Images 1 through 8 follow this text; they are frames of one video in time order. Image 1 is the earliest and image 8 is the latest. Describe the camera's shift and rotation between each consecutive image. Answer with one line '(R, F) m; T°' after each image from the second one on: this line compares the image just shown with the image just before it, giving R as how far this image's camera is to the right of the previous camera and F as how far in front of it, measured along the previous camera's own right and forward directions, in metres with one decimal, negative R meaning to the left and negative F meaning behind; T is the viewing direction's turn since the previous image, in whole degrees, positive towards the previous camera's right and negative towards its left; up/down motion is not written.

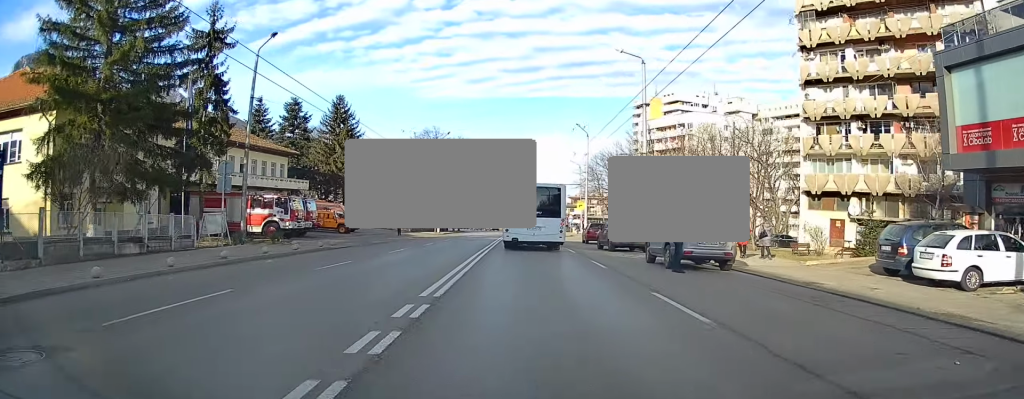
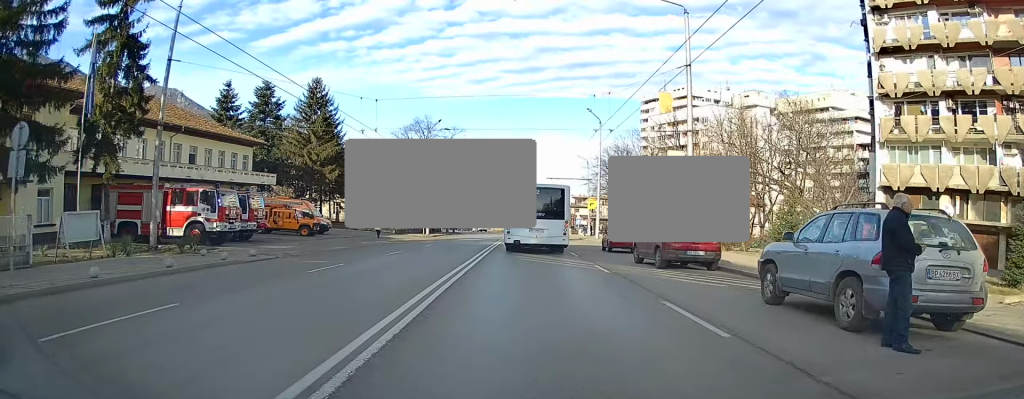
(+0.1, +10.4) m; 0°
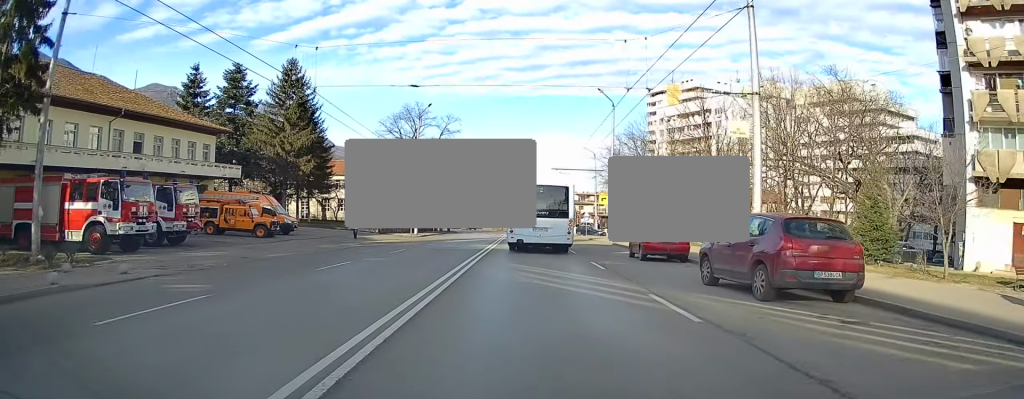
(-0.1, +8.2) m; -1°
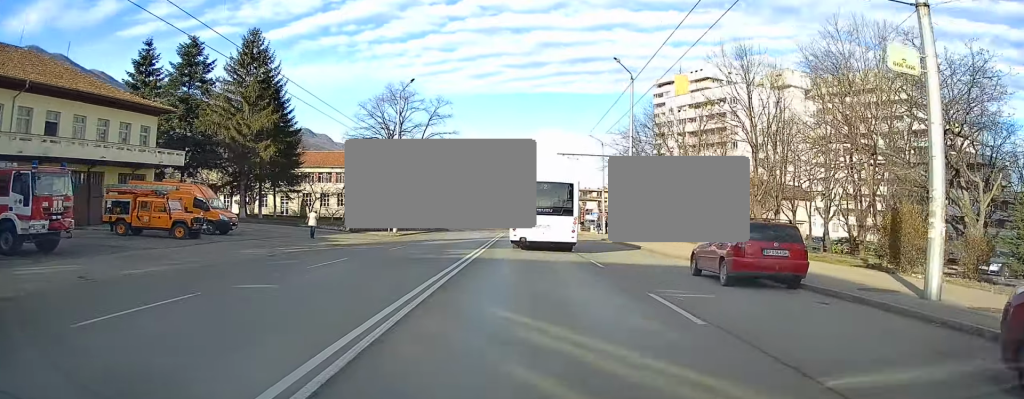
(-0.2, +9.3) m; 0°
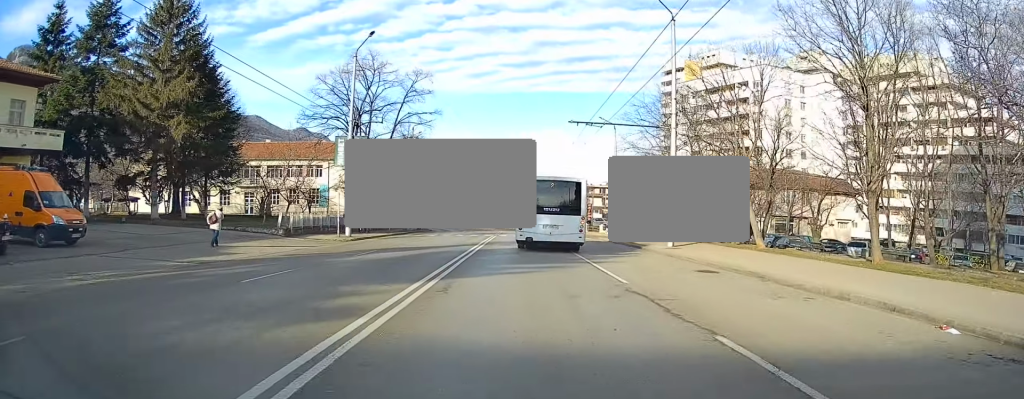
(+0.5, +13.3) m; +4°
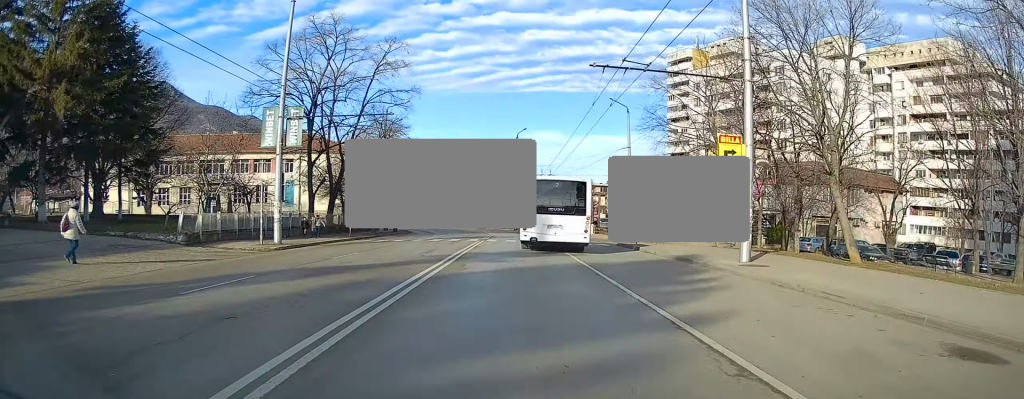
(+0.2, +10.8) m; -2°
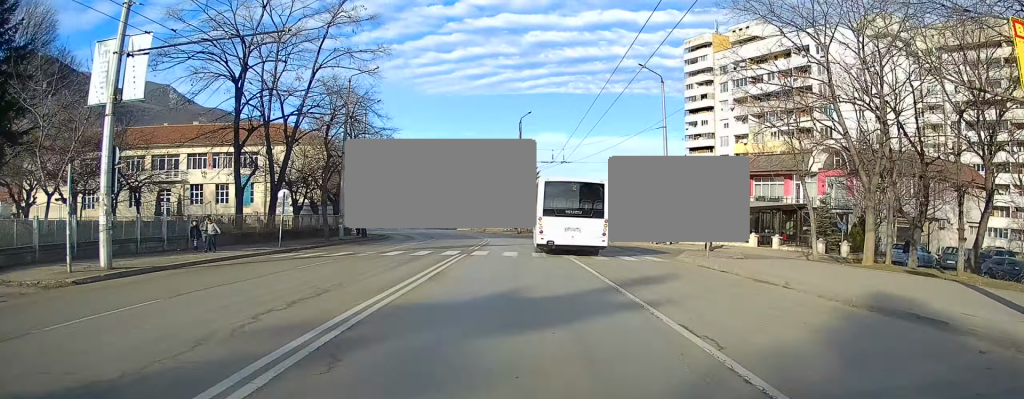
(-0.5, +12.8) m; -1°
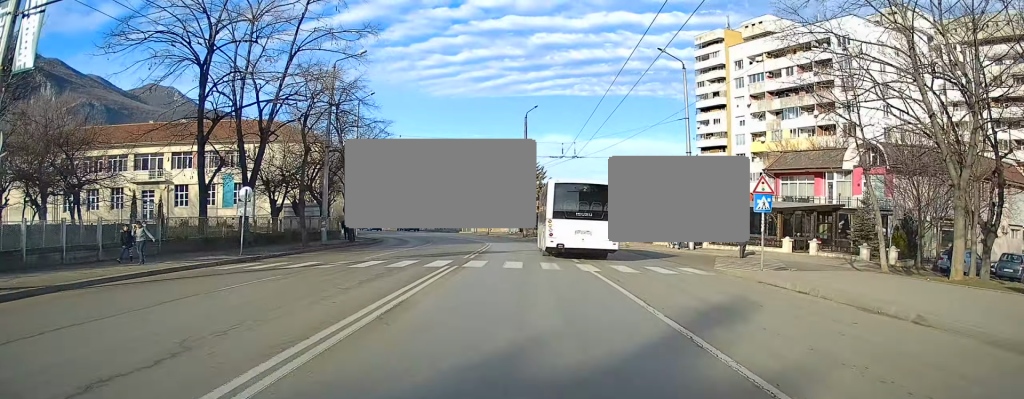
(+0.2, +5.0) m; +1°
